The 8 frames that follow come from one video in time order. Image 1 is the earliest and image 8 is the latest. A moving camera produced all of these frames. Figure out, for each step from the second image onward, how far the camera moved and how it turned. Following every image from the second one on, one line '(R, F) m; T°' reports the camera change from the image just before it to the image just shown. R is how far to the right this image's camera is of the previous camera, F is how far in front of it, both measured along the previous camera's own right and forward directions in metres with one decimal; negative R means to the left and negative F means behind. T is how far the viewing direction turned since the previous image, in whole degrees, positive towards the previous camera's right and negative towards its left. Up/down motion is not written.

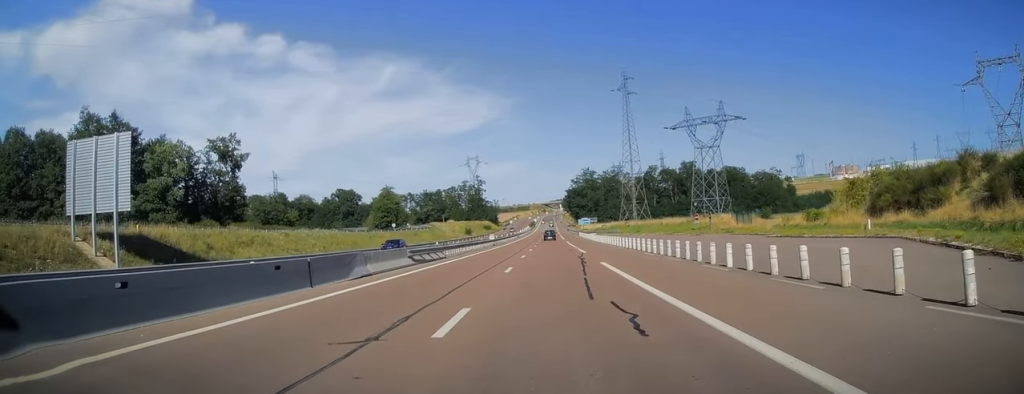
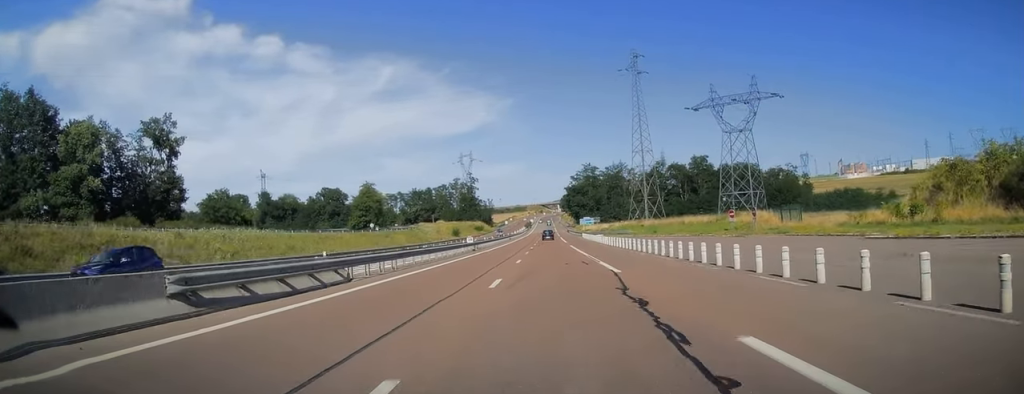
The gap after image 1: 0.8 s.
(+0.1, +18.6) m; +1°
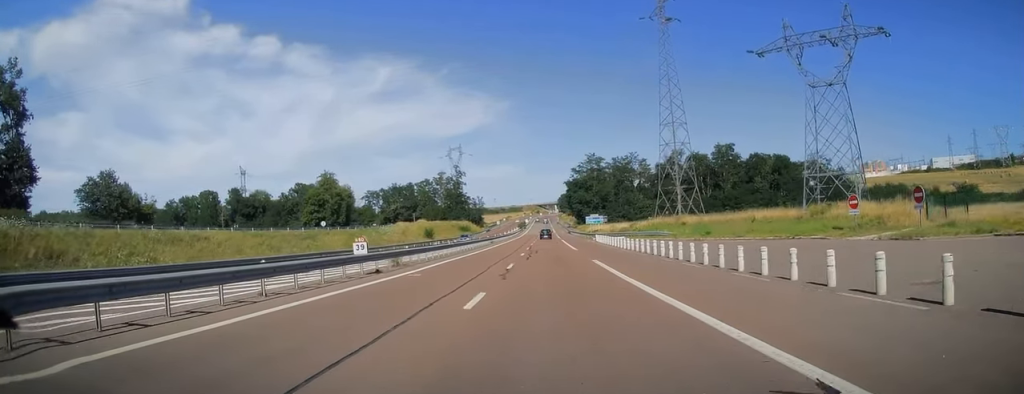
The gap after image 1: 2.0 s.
(+0.2, +30.3) m; 0°
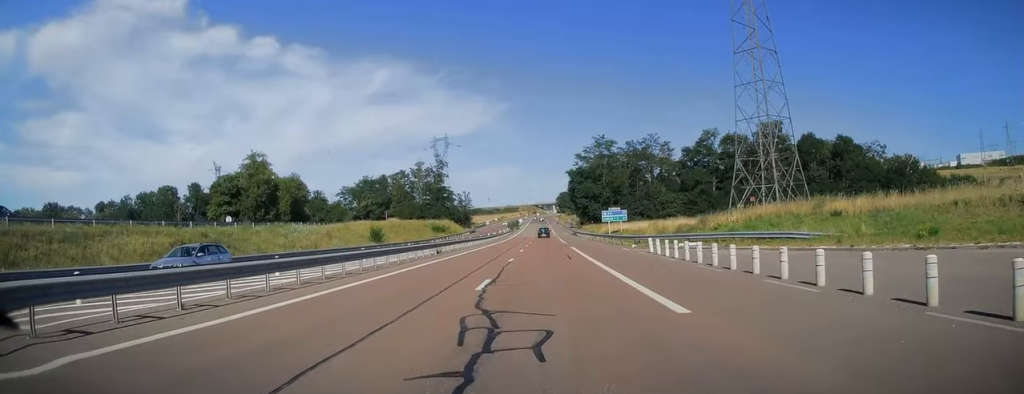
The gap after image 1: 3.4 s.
(+0.2, +35.6) m; 0°
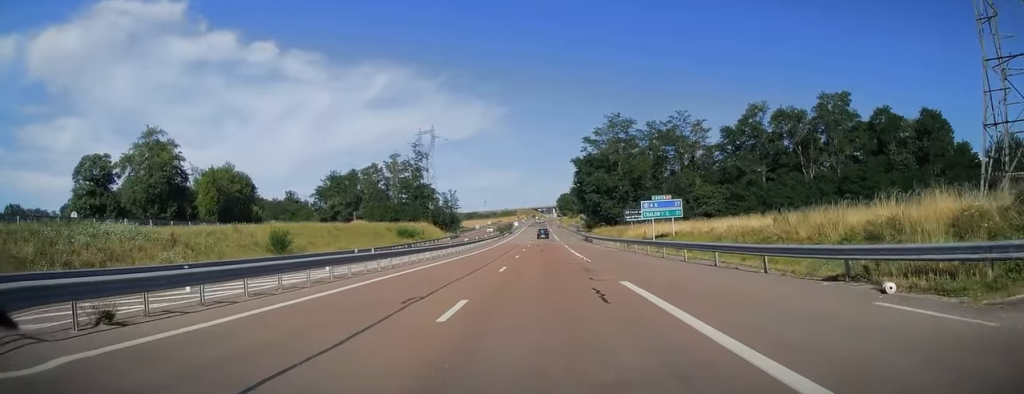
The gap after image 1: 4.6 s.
(-0.4, +31.2) m; -1°
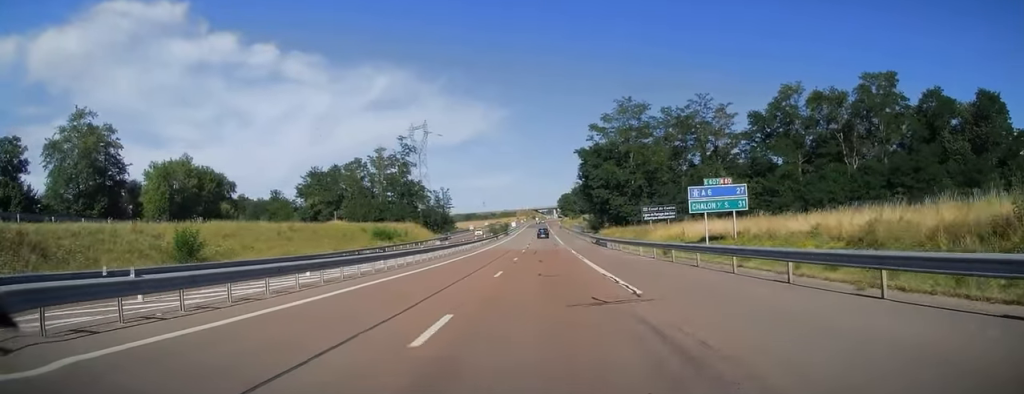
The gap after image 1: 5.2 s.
(0.0, +15.0) m; +1°
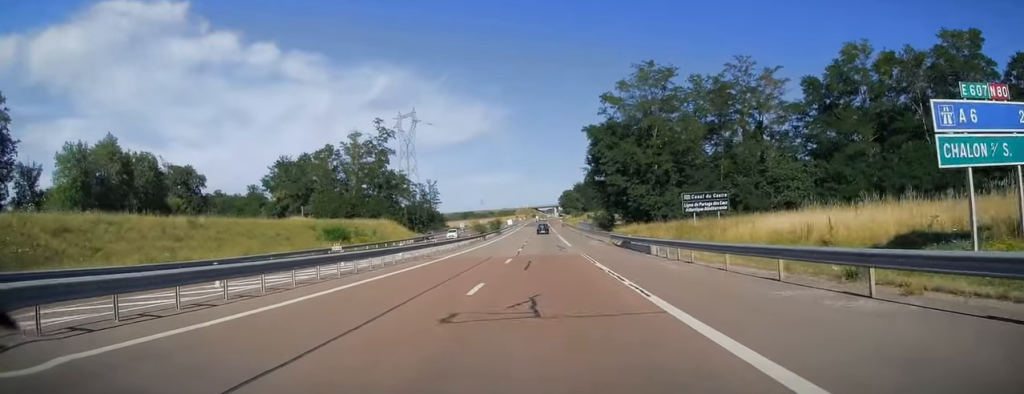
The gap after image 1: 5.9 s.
(+0.1, +20.2) m; 0°
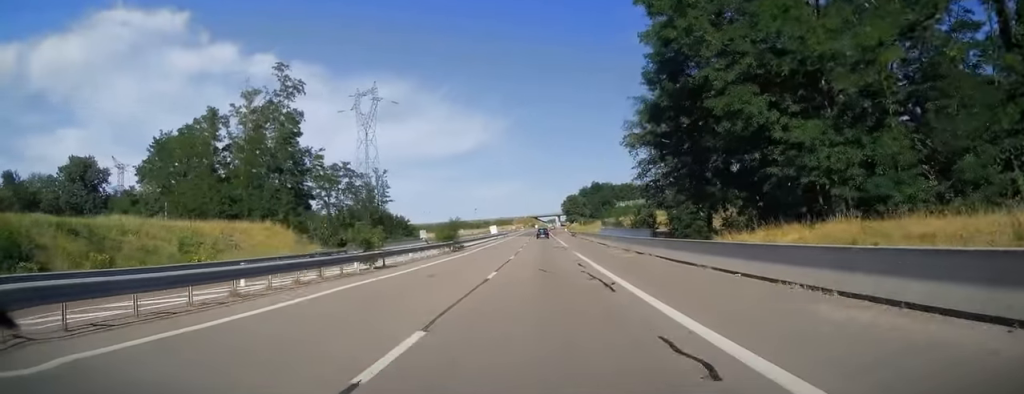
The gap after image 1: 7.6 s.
(-0.2, +47.4) m; -1°
